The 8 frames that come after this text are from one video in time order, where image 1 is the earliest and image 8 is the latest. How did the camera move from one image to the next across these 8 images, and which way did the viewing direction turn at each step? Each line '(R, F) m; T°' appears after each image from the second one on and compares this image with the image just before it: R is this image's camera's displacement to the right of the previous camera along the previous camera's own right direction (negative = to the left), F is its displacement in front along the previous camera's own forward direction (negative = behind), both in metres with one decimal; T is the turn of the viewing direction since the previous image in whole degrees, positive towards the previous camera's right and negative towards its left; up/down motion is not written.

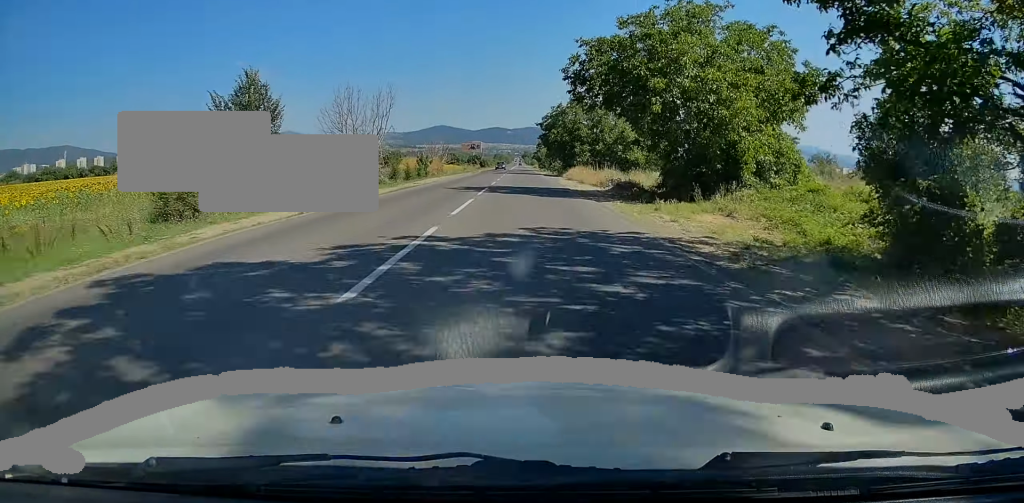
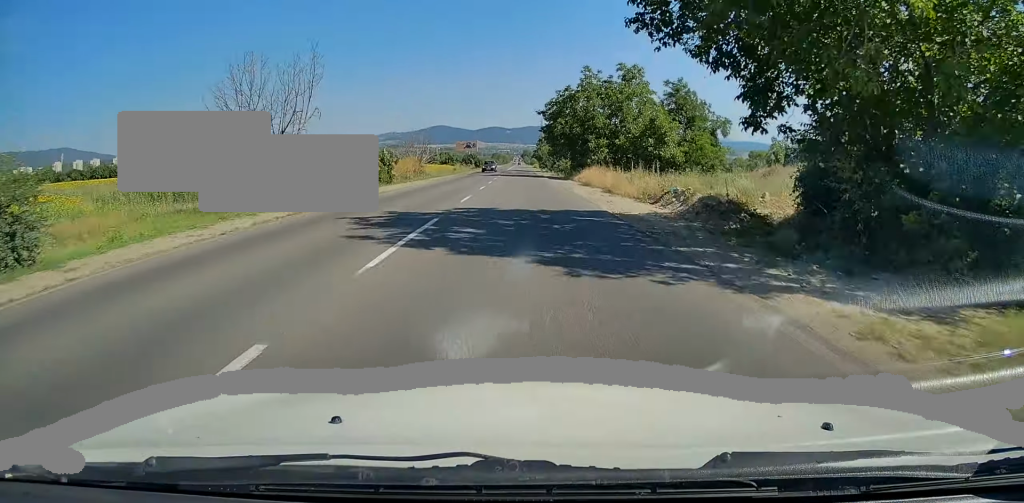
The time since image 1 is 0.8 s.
(0.0, +16.5) m; 0°
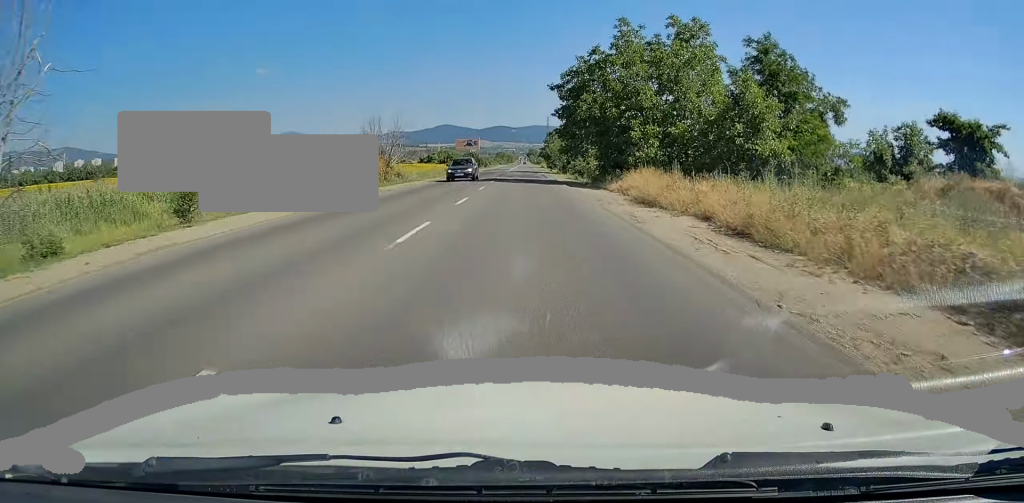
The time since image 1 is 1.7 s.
(0.0, +19.2) m; 0°
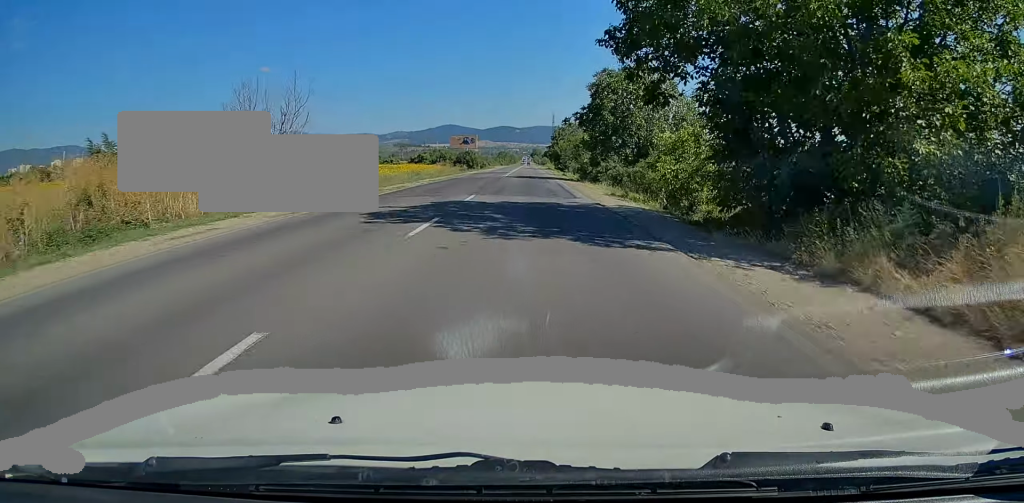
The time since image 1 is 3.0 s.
(0.0, +25.4) m; -1°
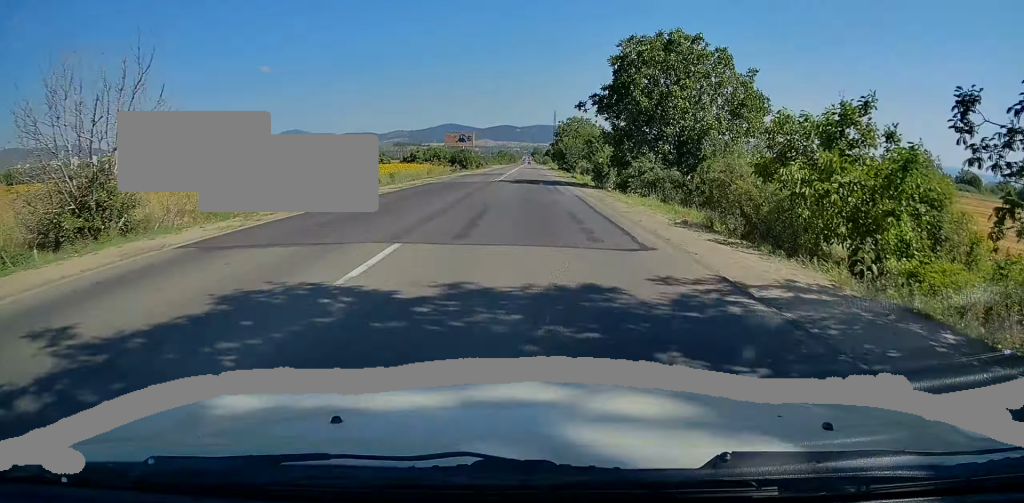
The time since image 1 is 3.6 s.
(-0.2, +13.1) m; 0°
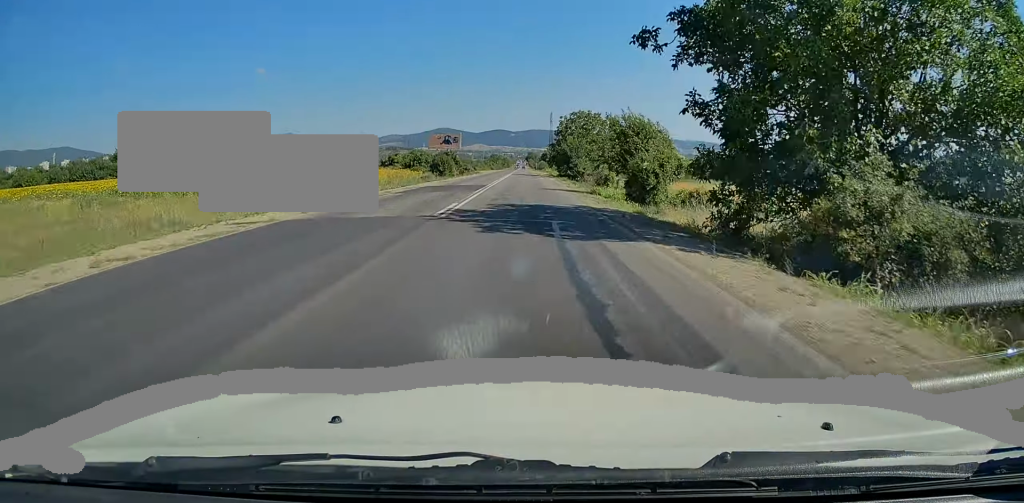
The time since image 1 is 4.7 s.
(+0.1, +22.0) m; +1°
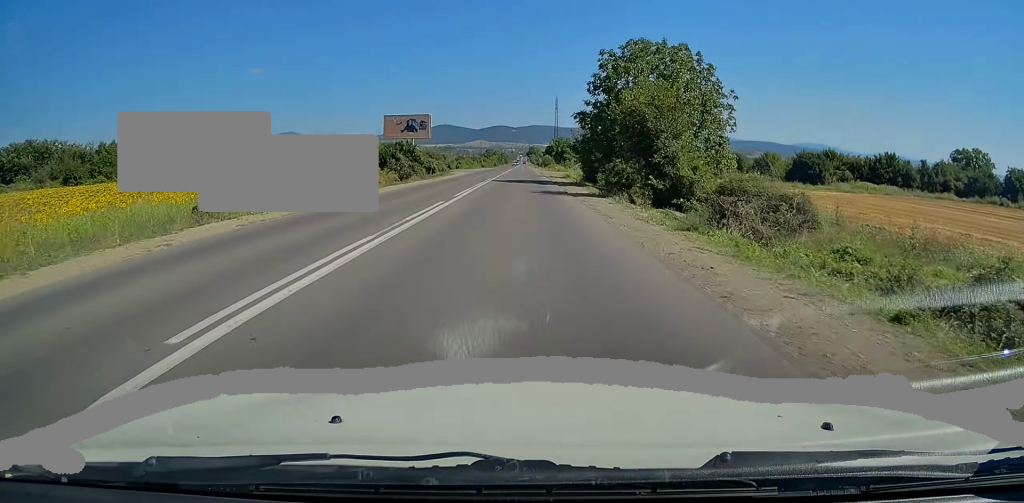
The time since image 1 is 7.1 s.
(0.0, +50.2) m; 0°
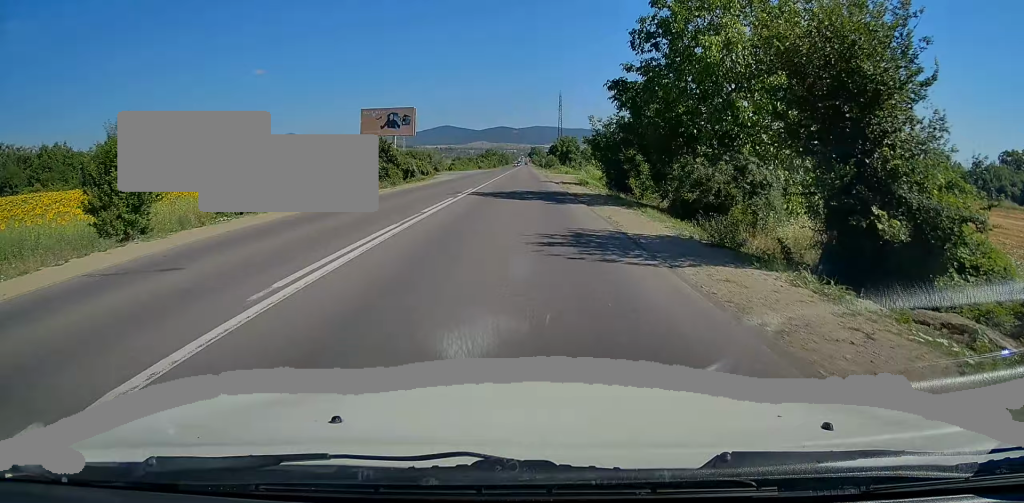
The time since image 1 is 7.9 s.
(0.0, +16.6) m; 0°
